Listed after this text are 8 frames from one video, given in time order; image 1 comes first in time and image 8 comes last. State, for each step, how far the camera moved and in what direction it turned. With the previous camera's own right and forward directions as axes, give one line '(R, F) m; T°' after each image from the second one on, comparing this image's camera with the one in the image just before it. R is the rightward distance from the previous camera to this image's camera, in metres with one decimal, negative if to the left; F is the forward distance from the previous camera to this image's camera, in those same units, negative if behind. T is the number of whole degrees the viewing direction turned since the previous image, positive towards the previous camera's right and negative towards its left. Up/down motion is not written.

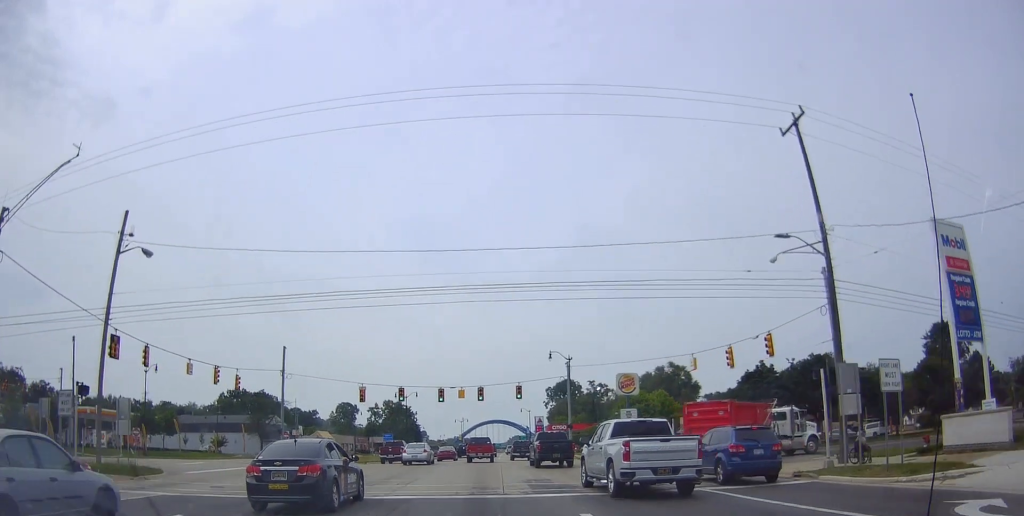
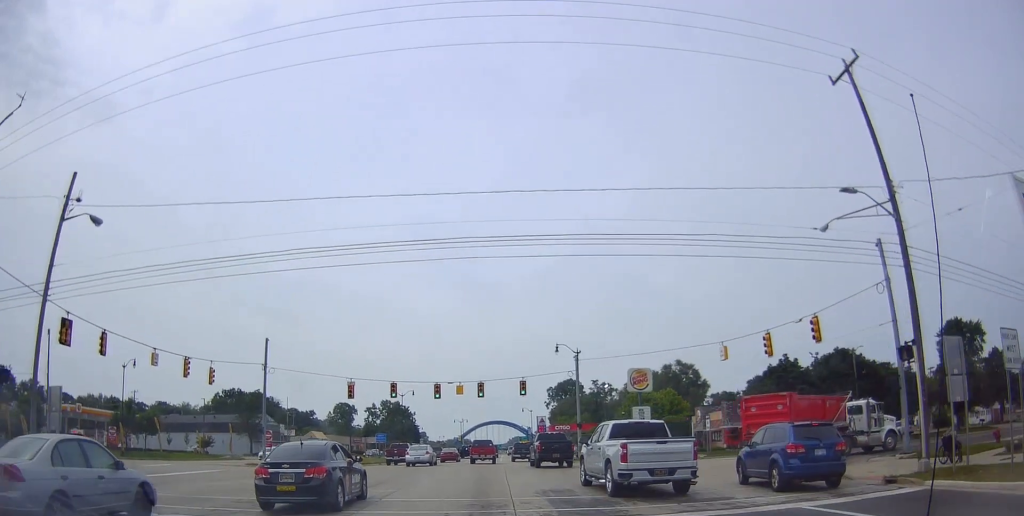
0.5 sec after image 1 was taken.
(0.0, +4.3) m; 0°
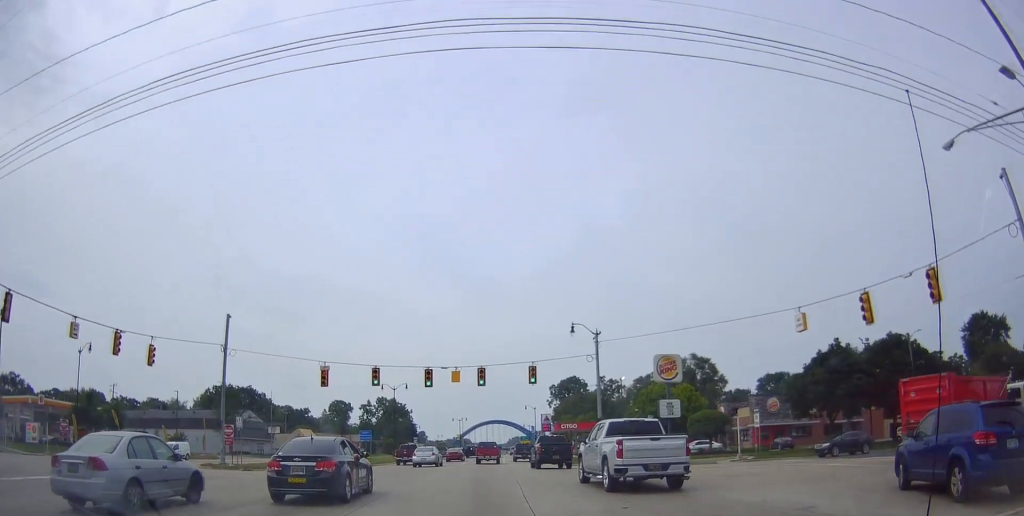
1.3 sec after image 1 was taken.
(0.0, +7.8) m; 0°
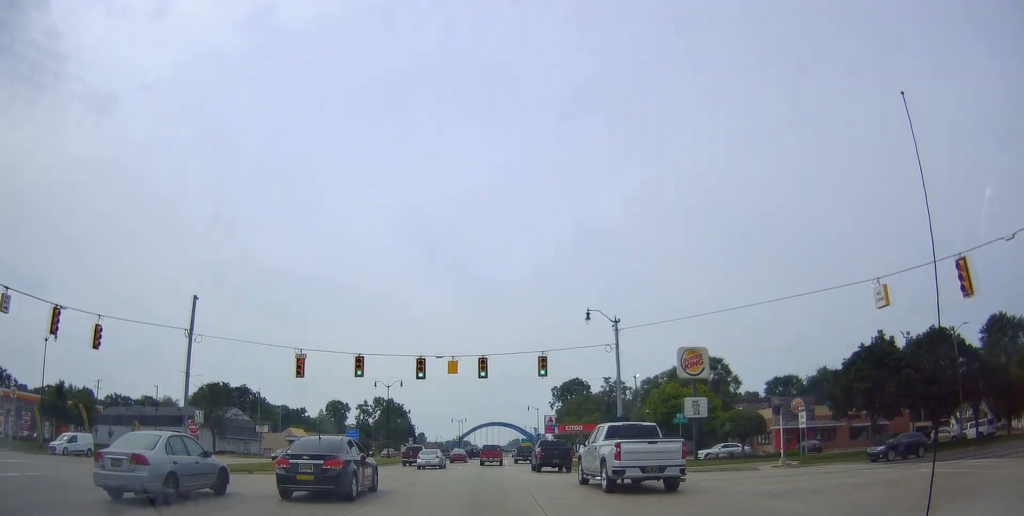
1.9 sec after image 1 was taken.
(0.0, +5.6) m; 0°
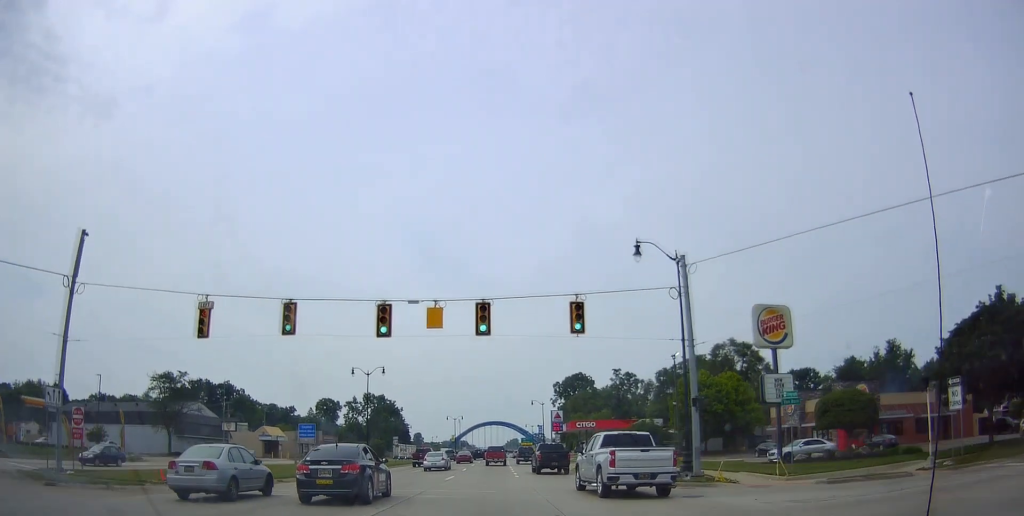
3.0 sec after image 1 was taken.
(0.0, +12.2) m; 0°
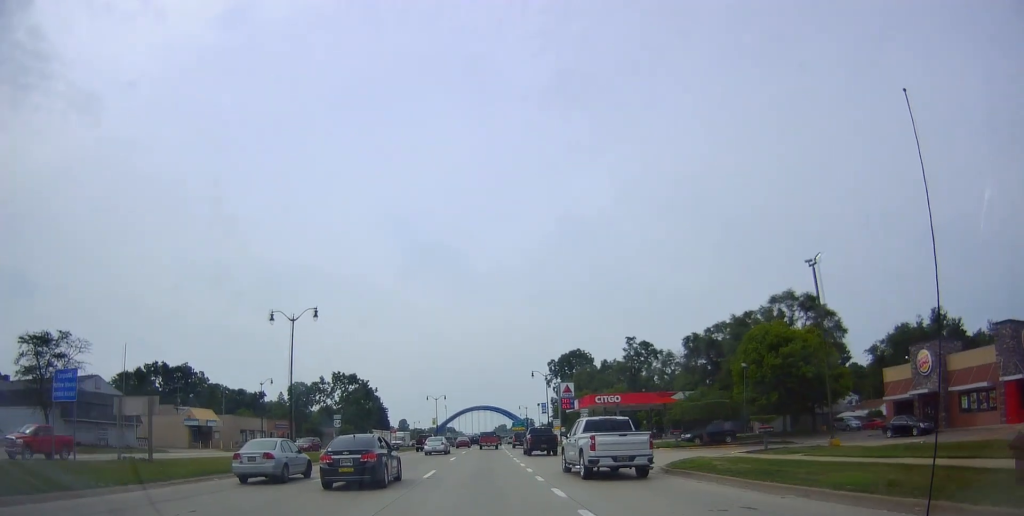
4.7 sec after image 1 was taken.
(0.0, +22.1) m; 0°
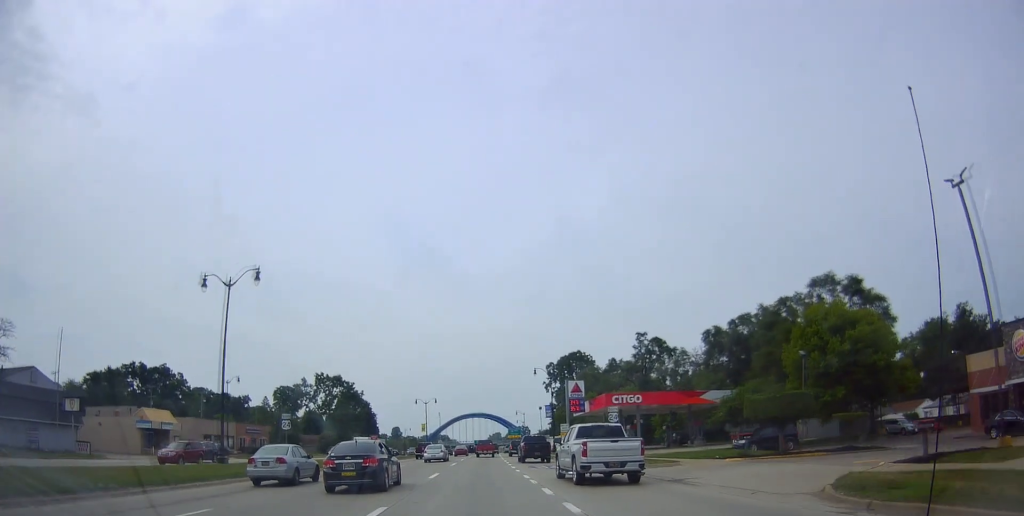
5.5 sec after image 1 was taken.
(0.0, +10.7) m; 0°
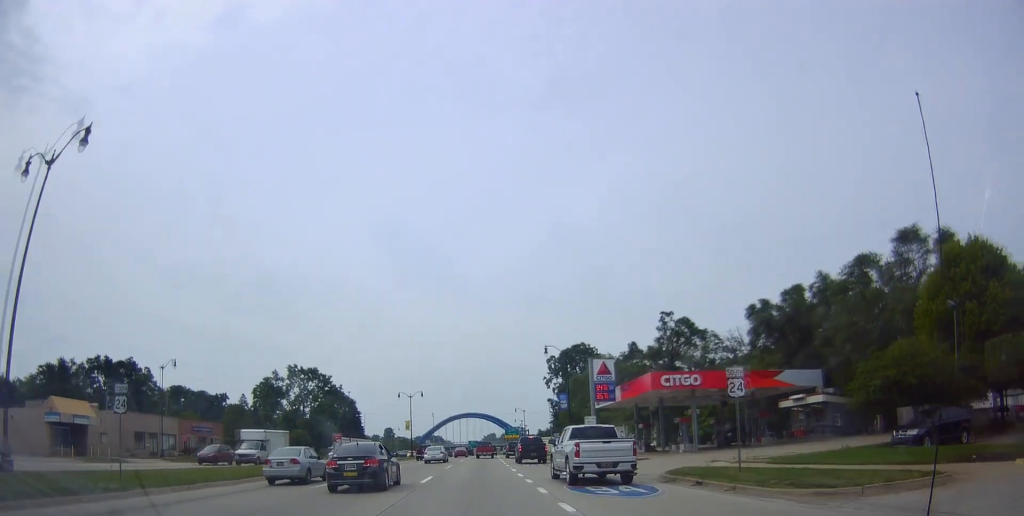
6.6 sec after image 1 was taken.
(0.0, +16.6) m; 0°
